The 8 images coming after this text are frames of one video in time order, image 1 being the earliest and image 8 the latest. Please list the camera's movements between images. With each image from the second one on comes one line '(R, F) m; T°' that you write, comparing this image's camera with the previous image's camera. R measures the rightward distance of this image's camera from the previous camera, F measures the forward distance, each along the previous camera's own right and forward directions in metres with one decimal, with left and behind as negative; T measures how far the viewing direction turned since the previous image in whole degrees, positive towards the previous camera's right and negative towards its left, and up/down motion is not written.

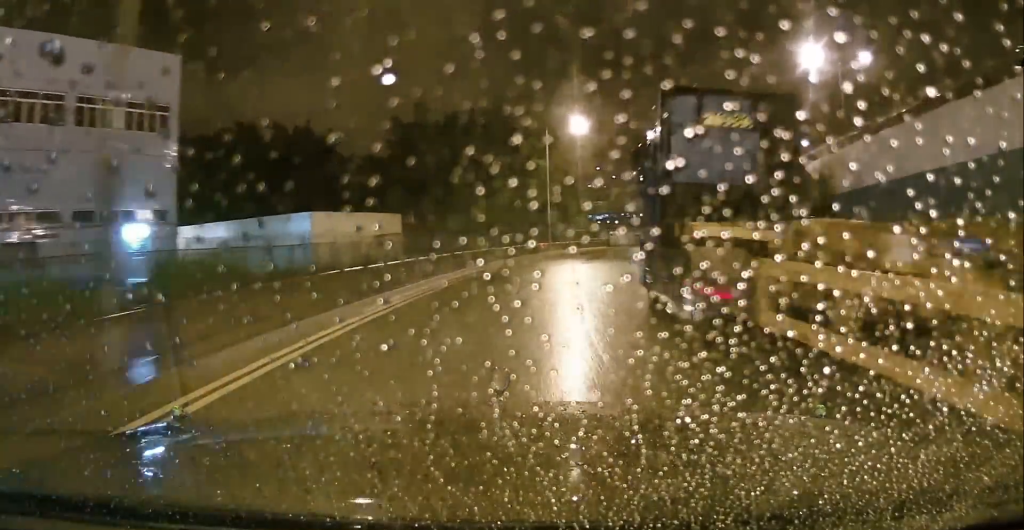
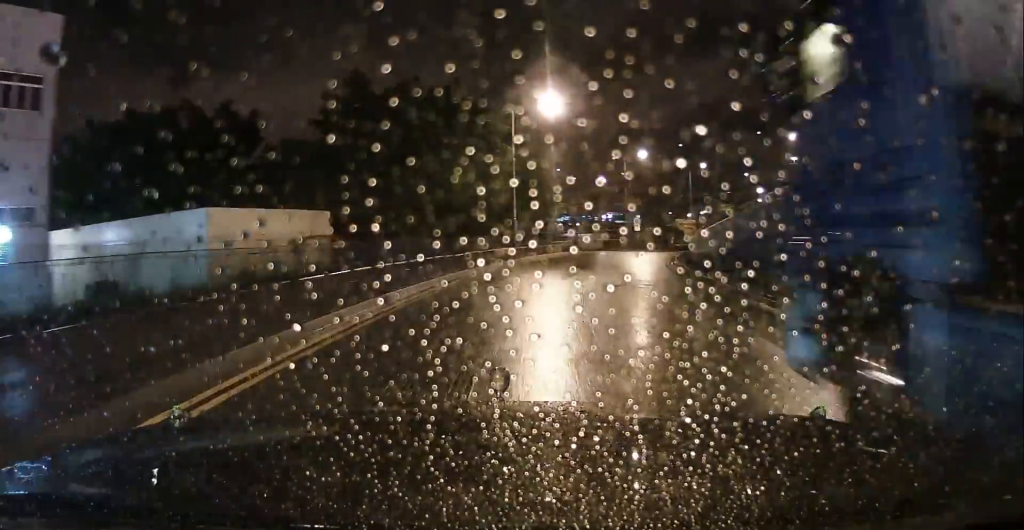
(+0.4, +8.2) m; +3°
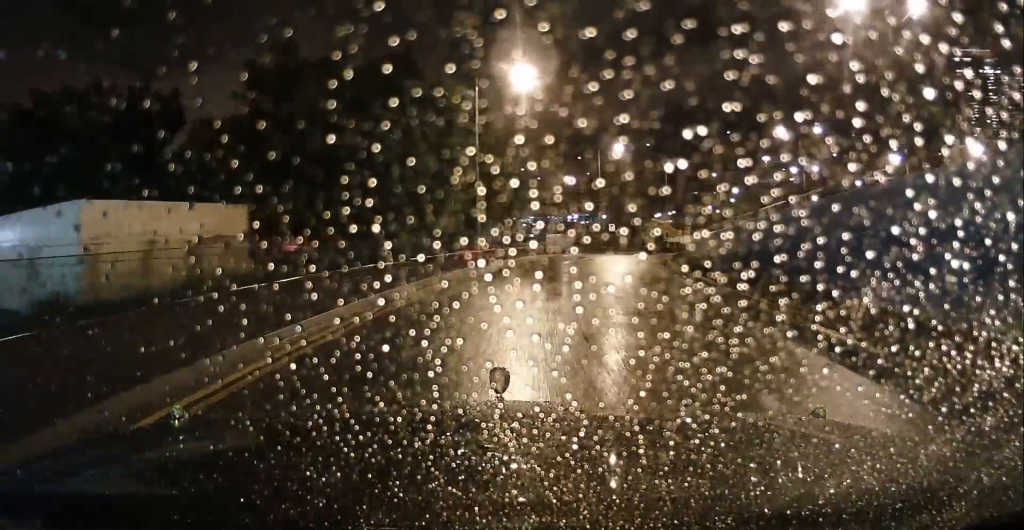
(+0.1, +6.5) m; +2°
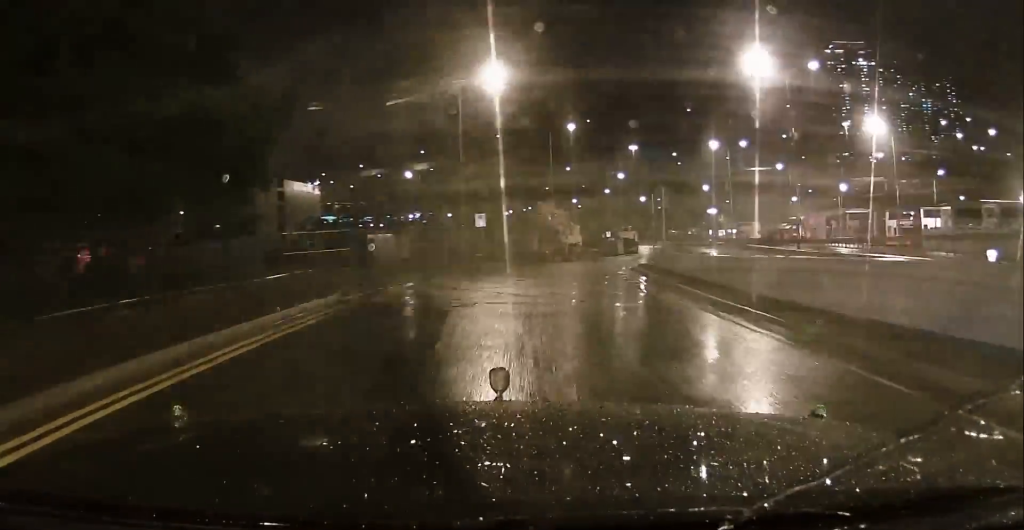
(+3.0, +30.4) m; +12°
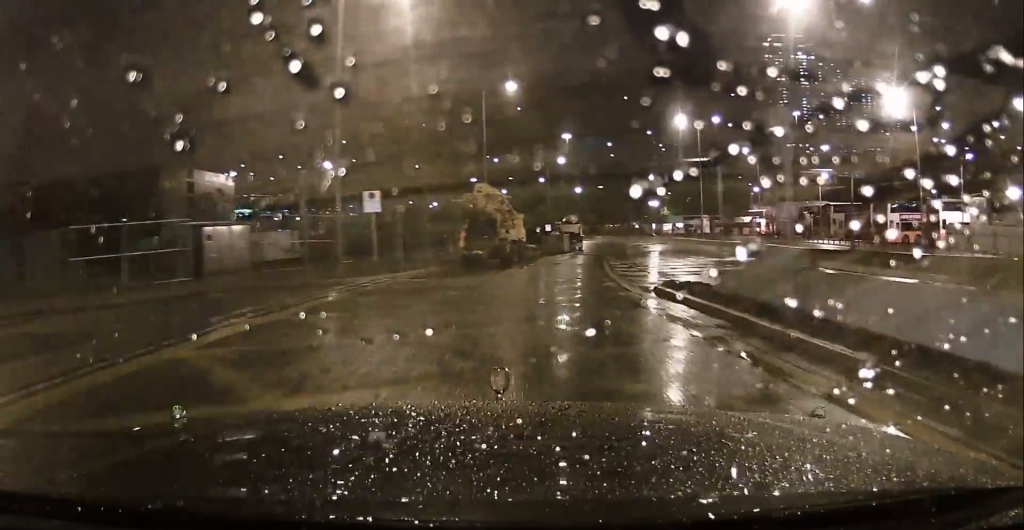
(+1.1, +15.7) m; +8°
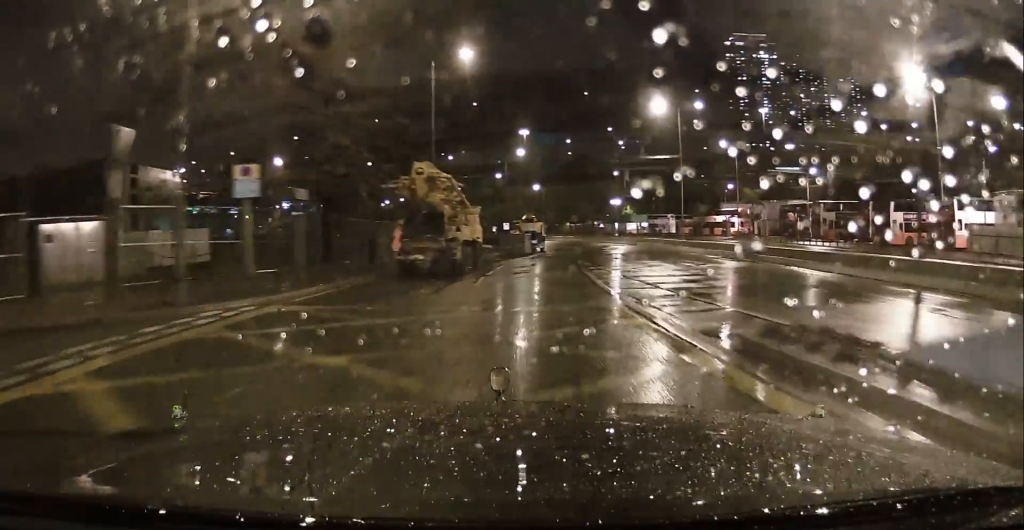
(+0.4, +8.7) m; +3°
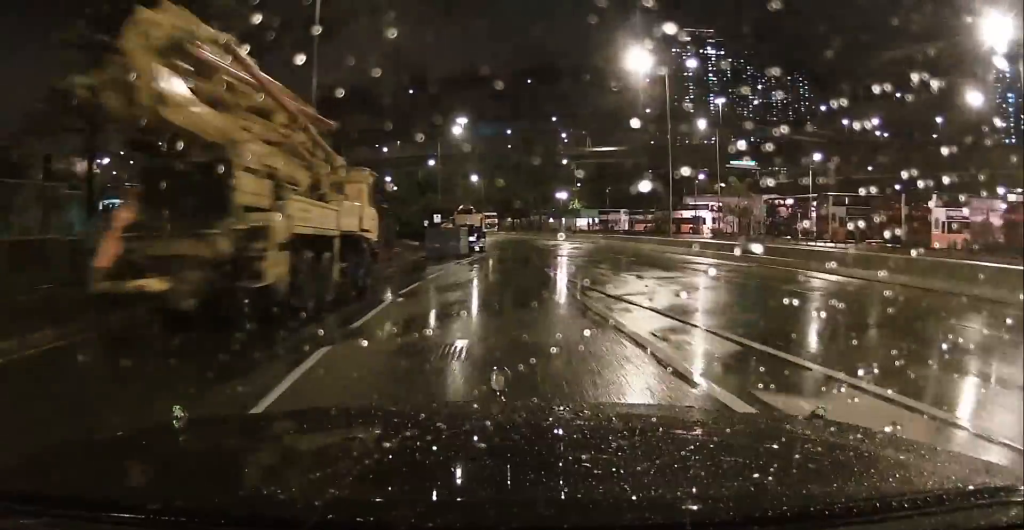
(+0.4, +15.7) m; +5°
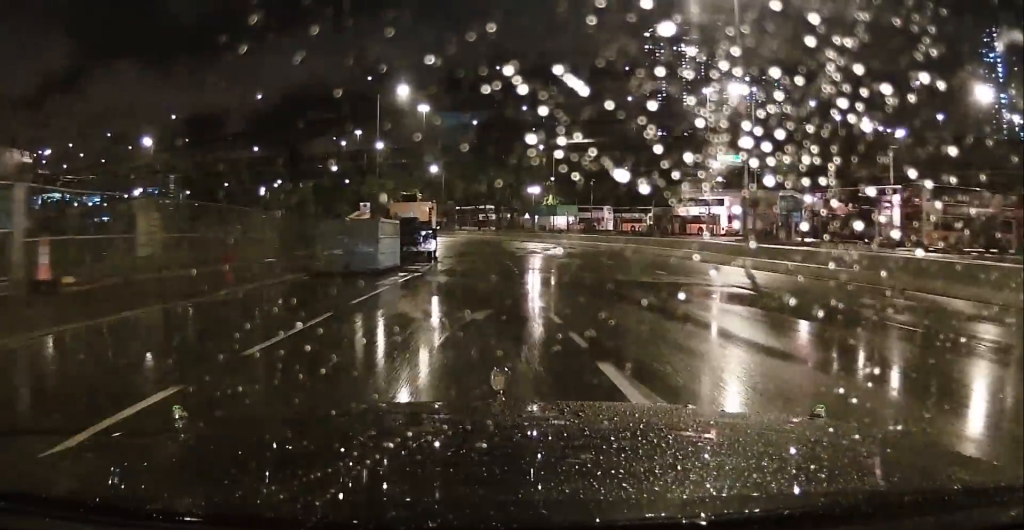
(+1.3, +19.9) m; +4°
